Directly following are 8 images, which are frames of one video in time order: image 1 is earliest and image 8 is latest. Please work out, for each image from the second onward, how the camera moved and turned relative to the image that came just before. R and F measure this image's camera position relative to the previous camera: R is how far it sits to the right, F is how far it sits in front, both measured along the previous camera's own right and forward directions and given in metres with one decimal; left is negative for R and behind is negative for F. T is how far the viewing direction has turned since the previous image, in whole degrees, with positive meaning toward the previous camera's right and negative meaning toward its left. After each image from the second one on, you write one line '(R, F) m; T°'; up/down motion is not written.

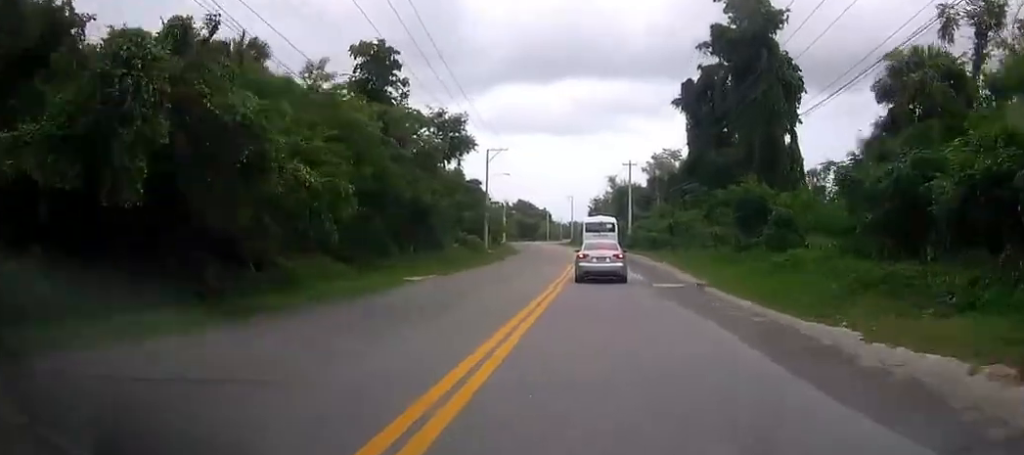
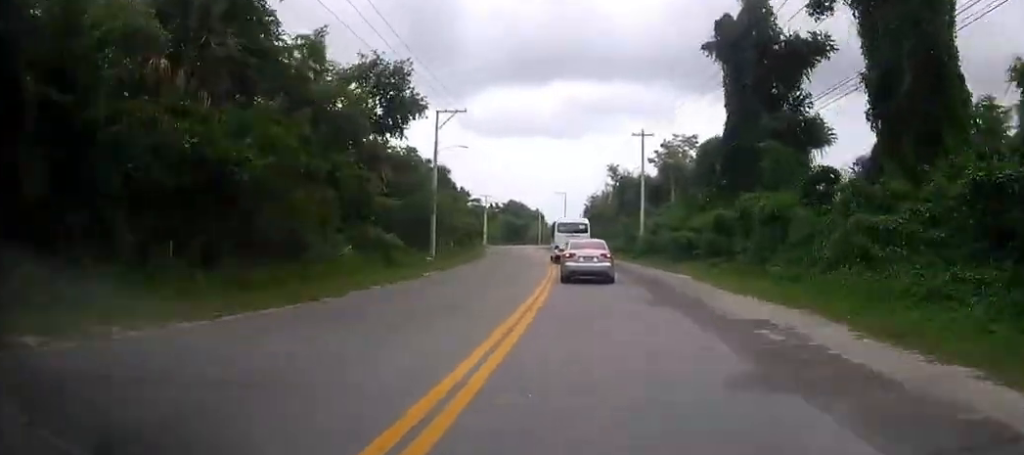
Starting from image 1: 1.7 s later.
(+0.3, +25.0) m; 0°
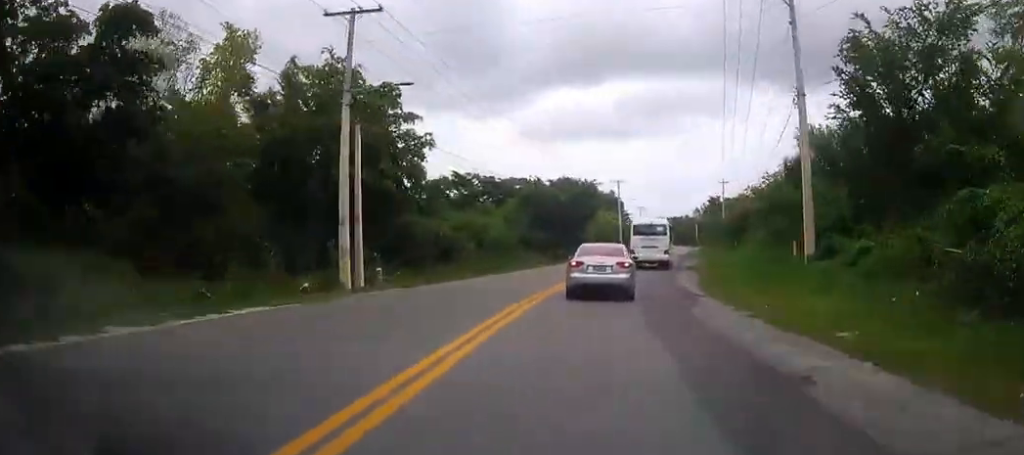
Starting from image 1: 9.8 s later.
(-6.0, +119.3) m; -2°
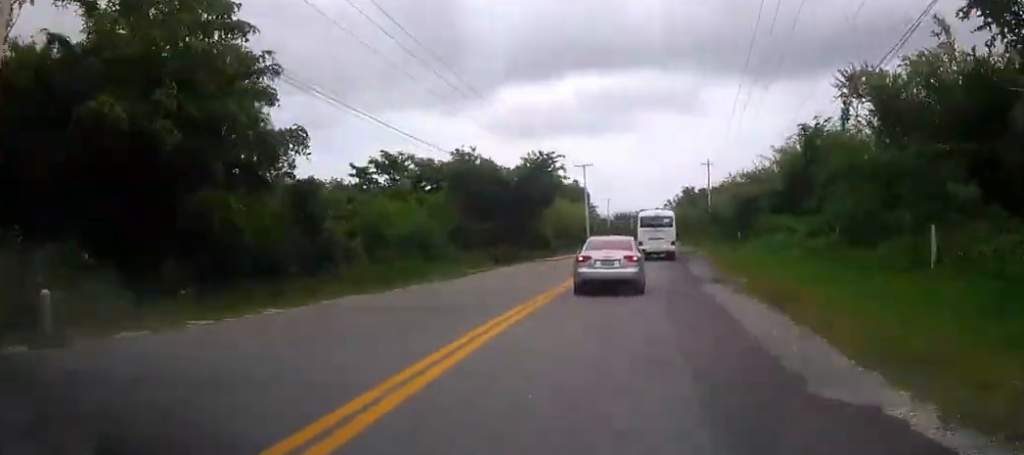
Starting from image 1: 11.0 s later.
(-0.4, +17.5) m; +2°
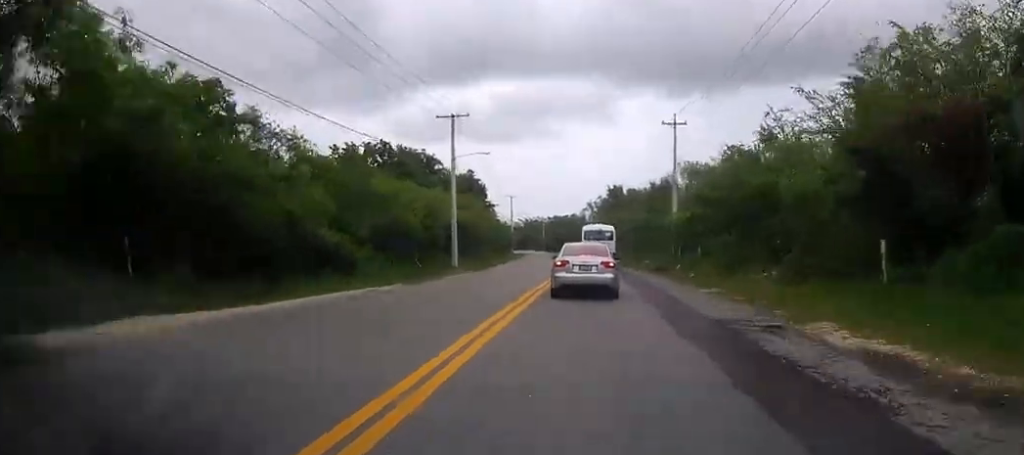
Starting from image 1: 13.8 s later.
(+2.7, +41.5) m; +5°
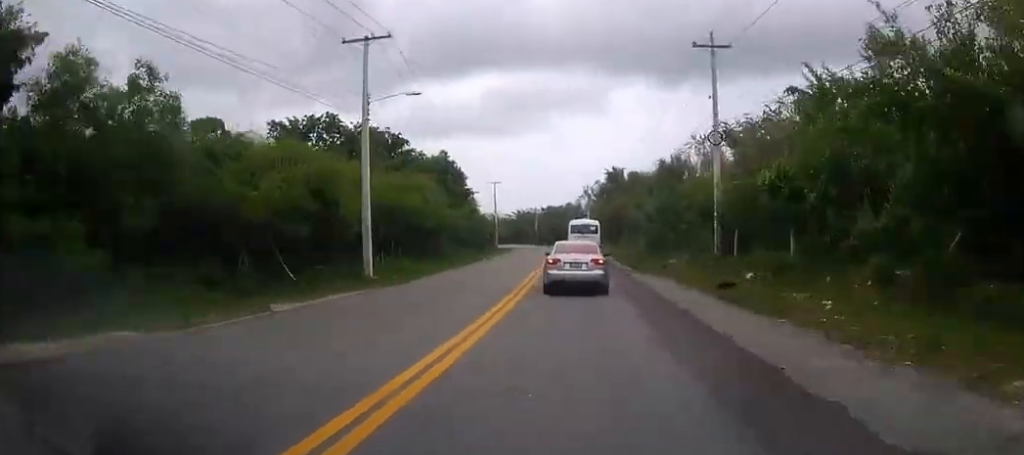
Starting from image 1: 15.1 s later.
(+0.4, +19.4) m; 0°
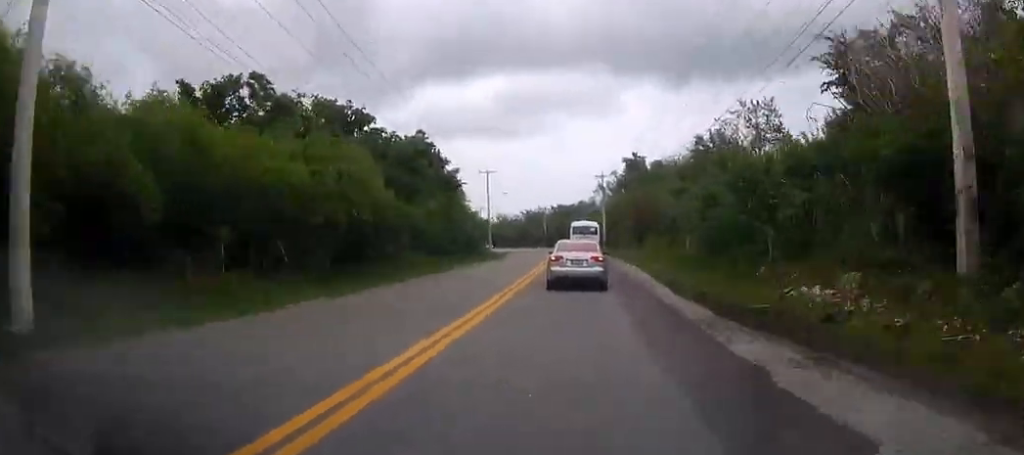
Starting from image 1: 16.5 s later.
(+0.2, +21.3) m; 0°
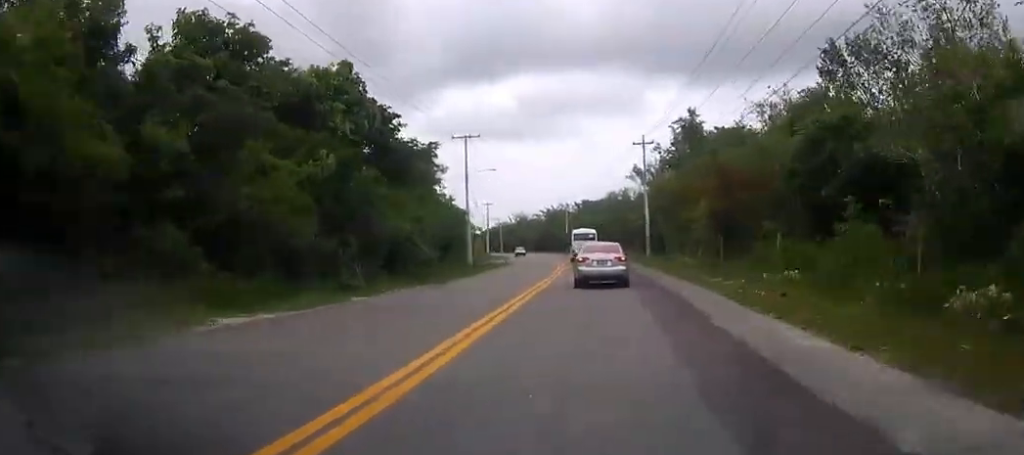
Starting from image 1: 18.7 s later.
(-0.5, +34.6) m; -2°
